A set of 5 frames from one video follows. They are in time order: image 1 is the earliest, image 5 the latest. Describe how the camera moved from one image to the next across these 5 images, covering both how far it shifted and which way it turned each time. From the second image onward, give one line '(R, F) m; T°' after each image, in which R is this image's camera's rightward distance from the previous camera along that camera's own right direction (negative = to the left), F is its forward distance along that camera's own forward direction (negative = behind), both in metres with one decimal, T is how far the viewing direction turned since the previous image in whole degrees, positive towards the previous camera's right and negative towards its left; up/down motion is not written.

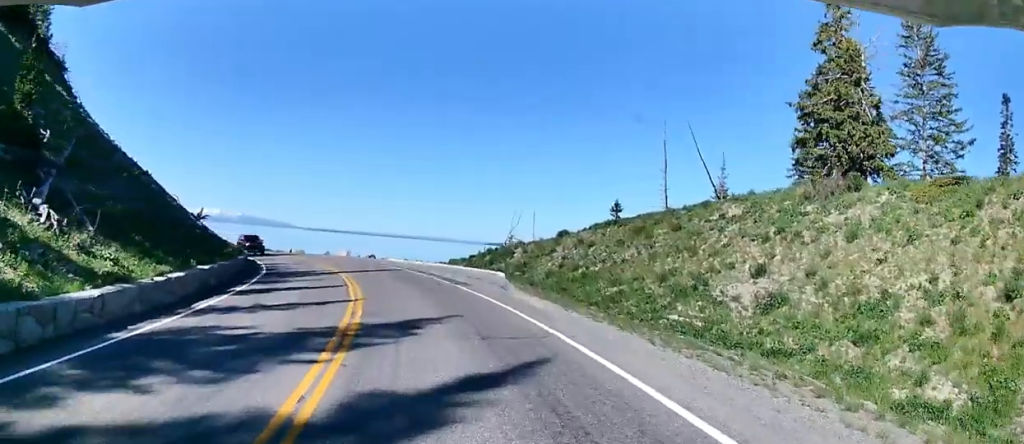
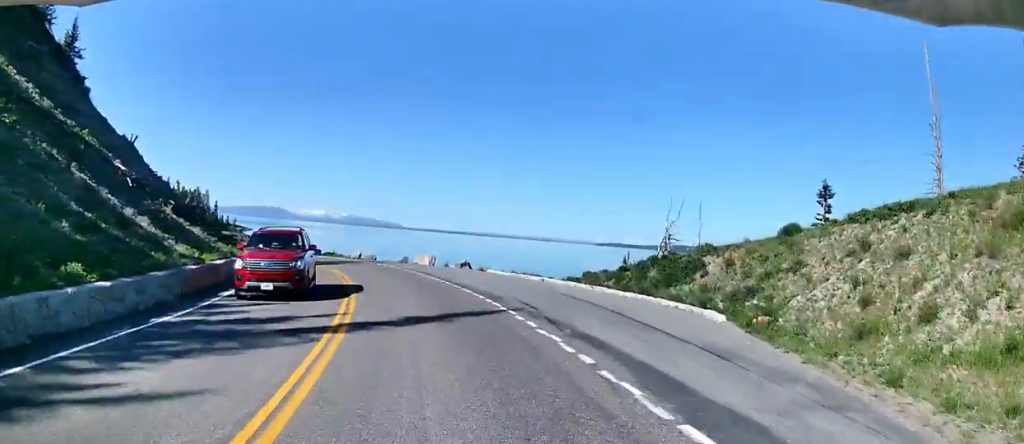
(+0.9, +23.9) m; +6°
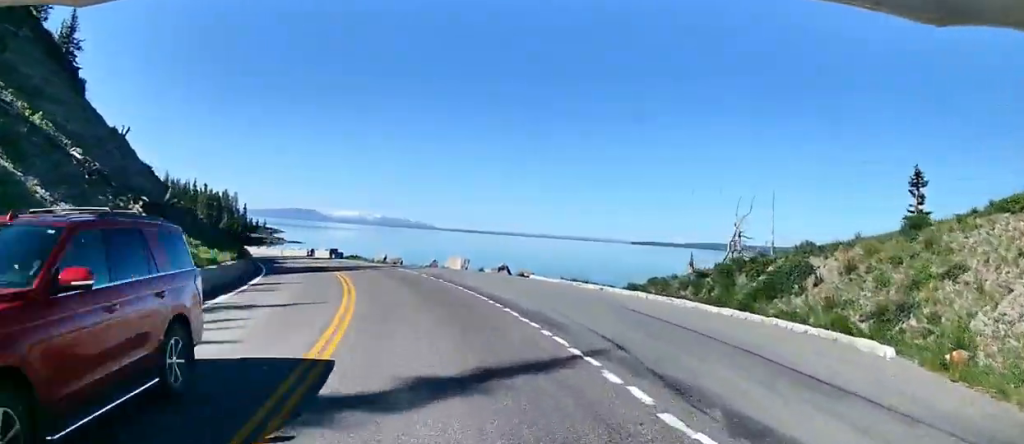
(+0.1, +8.2) m; +2°
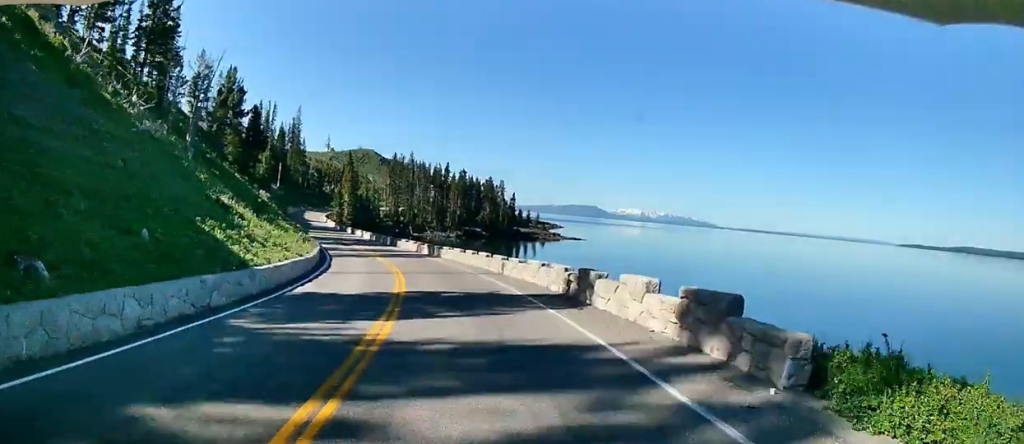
(+14.7, +61.7) m; +27°
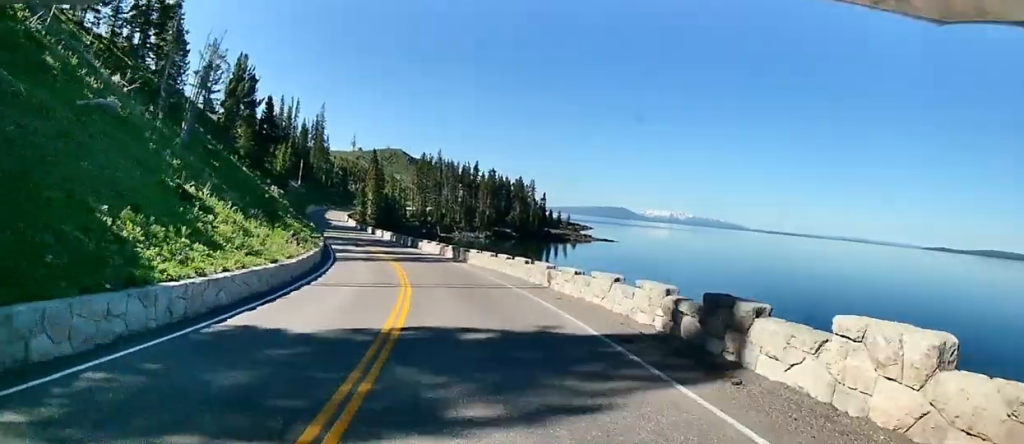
(+0.1, +9.3) m; +5°
